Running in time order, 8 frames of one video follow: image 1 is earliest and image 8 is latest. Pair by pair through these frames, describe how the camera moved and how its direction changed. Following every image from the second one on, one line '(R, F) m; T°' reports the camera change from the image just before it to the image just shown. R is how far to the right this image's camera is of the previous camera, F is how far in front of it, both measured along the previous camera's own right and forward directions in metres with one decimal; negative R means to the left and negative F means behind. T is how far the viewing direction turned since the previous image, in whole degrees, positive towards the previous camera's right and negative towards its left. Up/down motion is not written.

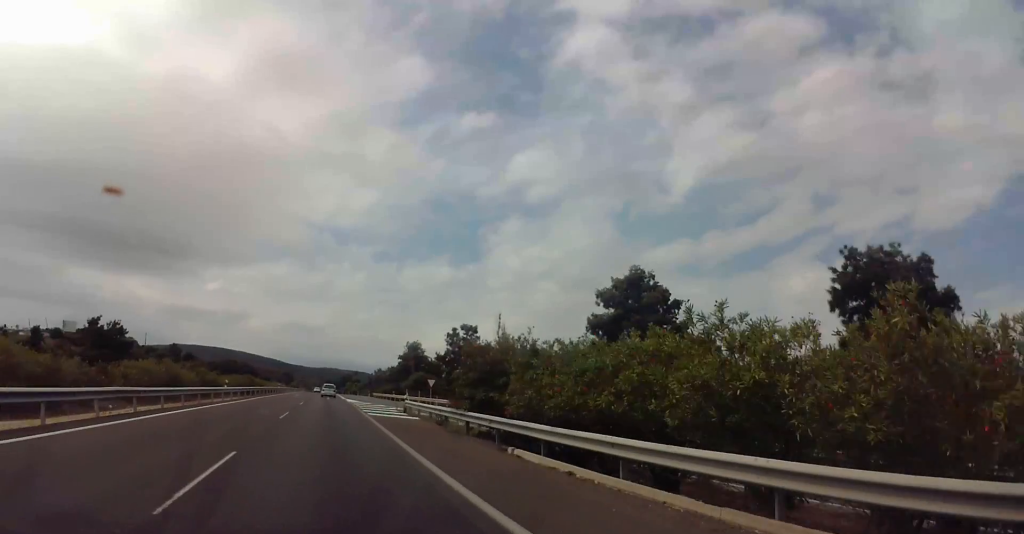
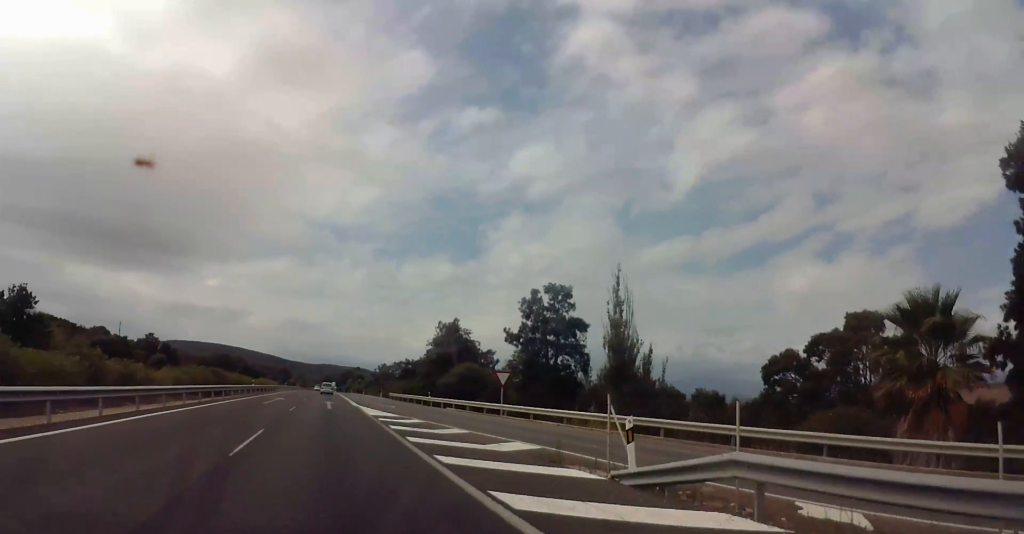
(0.0, +31.8) m; 0°
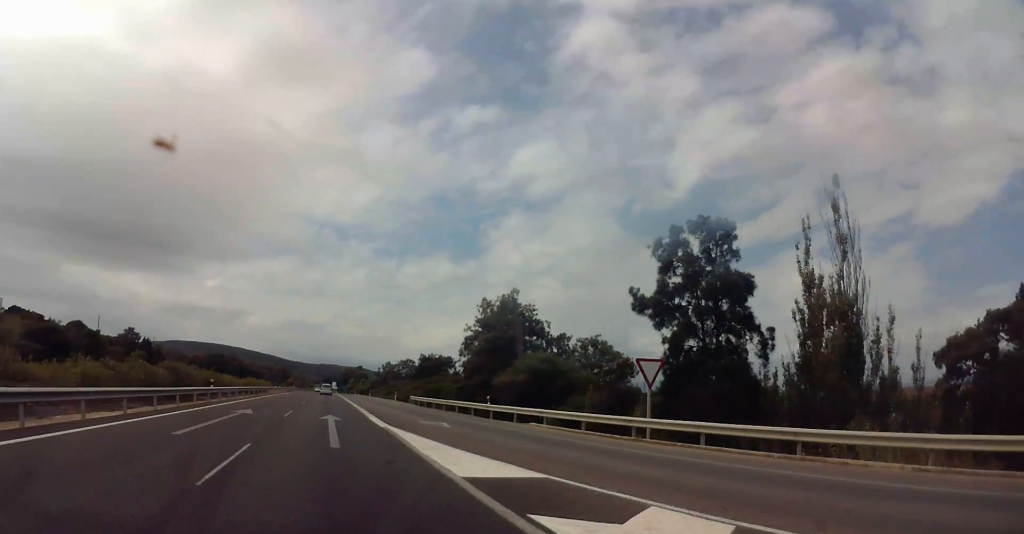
(0.0, +21.9) m; 0°
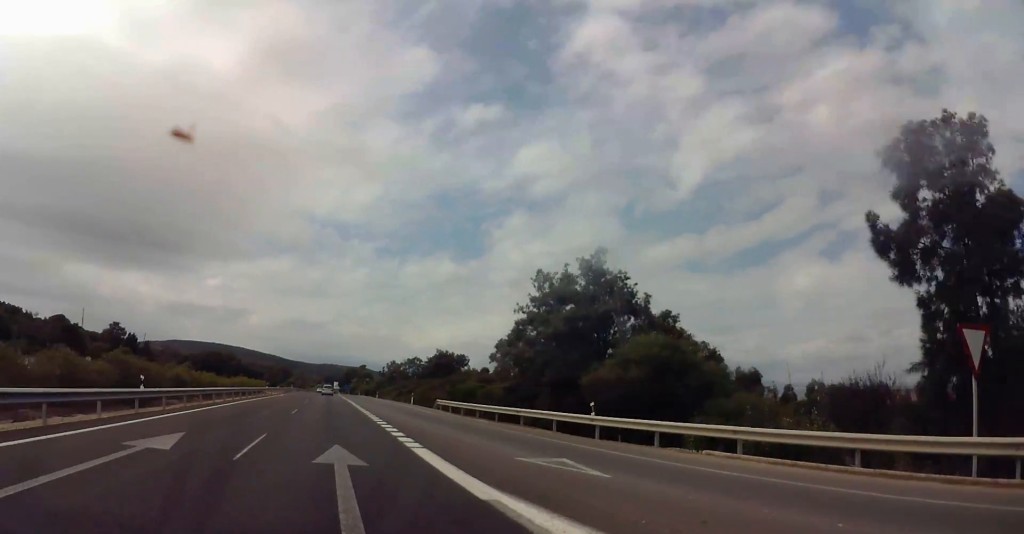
(0.0, +14.9) m; 0°
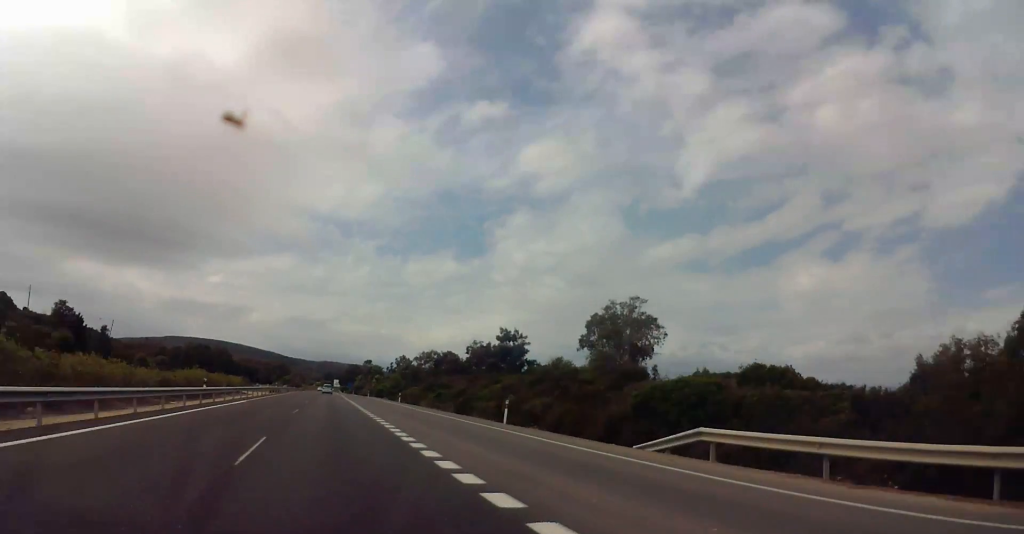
(0.0, +36.9) m; 0°
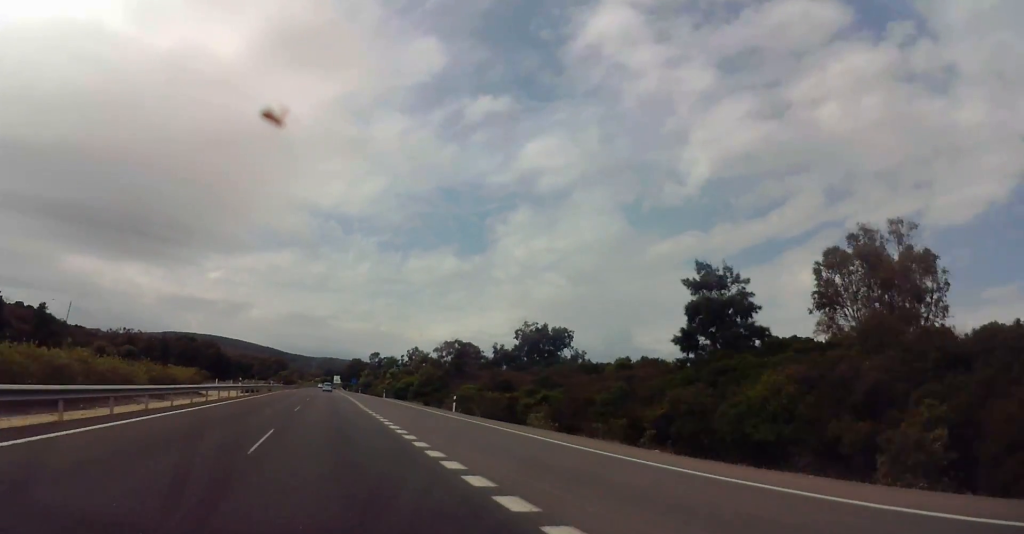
(+0.3, +34.9) m; +1°
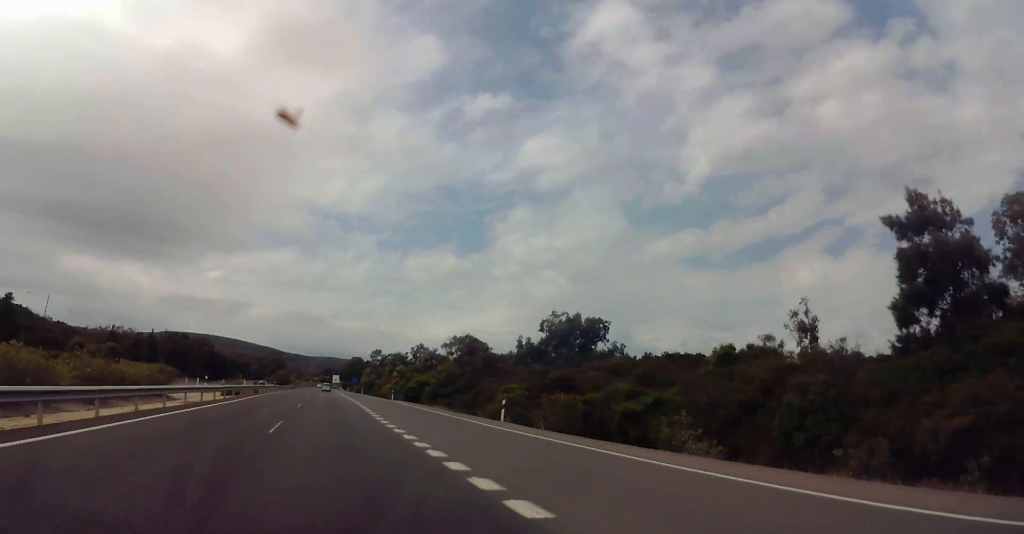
(+0.1, +13.0) m; 0°
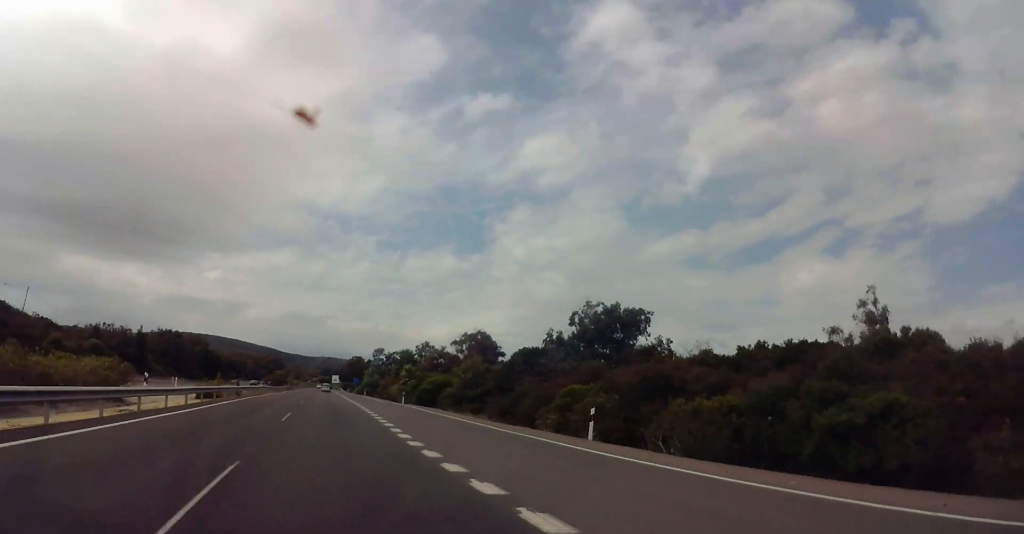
(0.0, +12.0) m; 0°
